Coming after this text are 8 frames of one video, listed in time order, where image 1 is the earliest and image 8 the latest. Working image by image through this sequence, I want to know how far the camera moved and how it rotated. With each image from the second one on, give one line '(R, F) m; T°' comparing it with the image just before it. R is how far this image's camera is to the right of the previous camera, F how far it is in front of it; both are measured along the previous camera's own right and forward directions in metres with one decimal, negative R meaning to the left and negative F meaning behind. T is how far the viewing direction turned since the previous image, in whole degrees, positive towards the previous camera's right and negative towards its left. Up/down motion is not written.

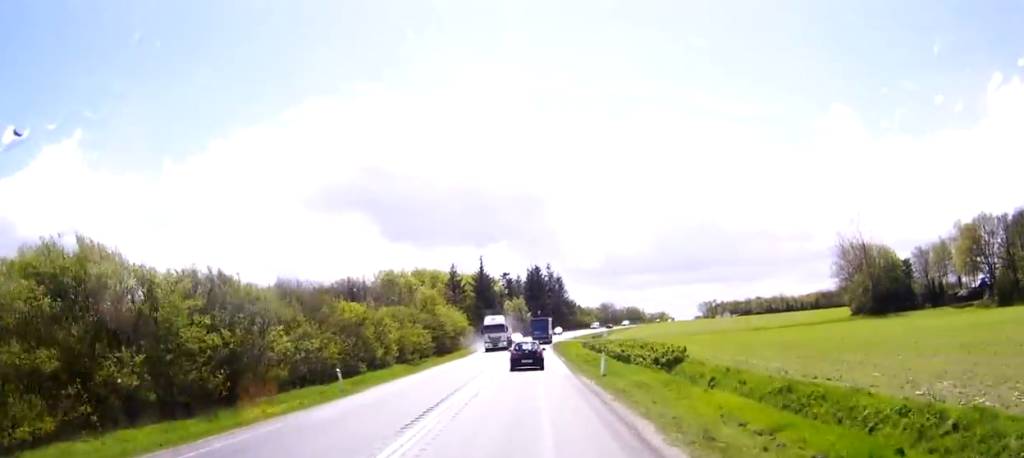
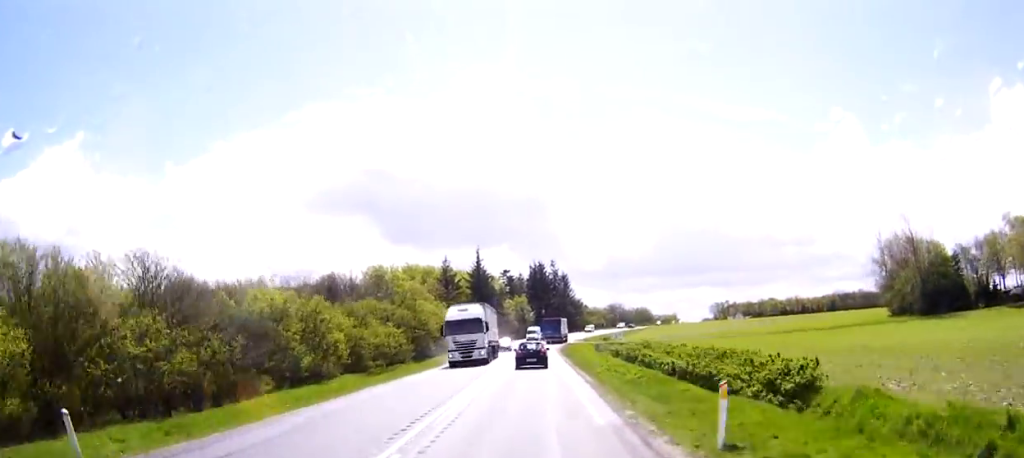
(0.0, +19.5) m; 0°
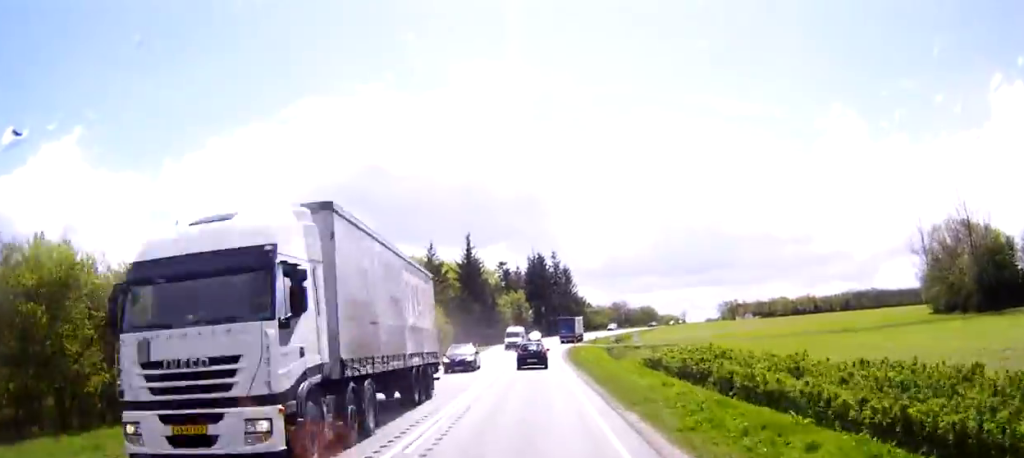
(0.0, +19.6) m; 0°
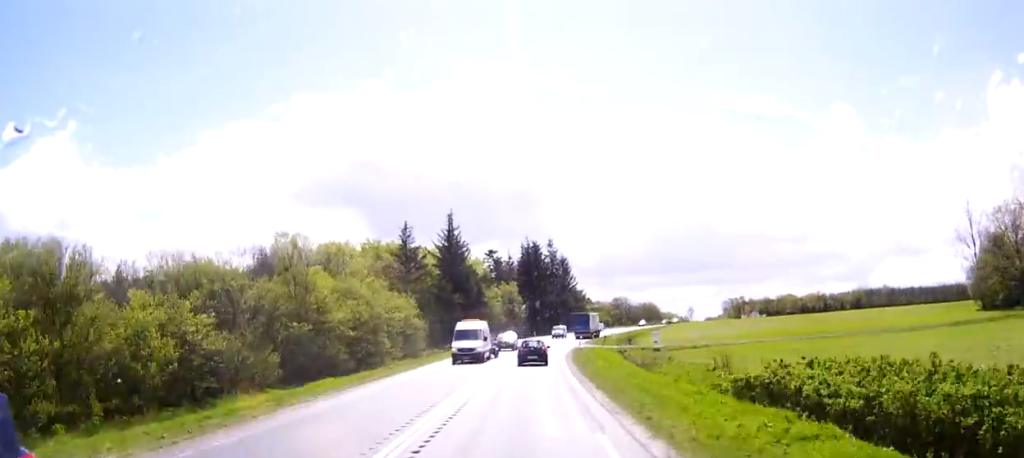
(0.0, +20.3) m; 0°
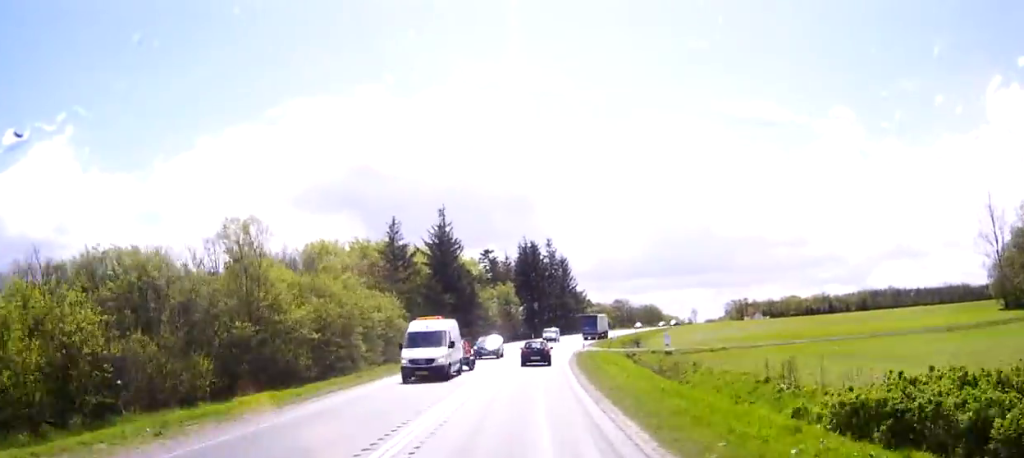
(0.0, +8.1) m; 0°
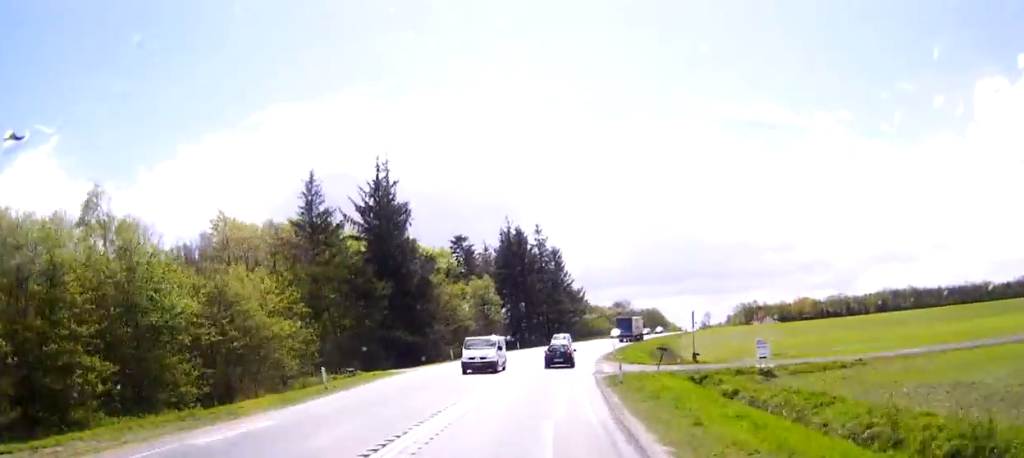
(+0.4, +32.6) m; +2°
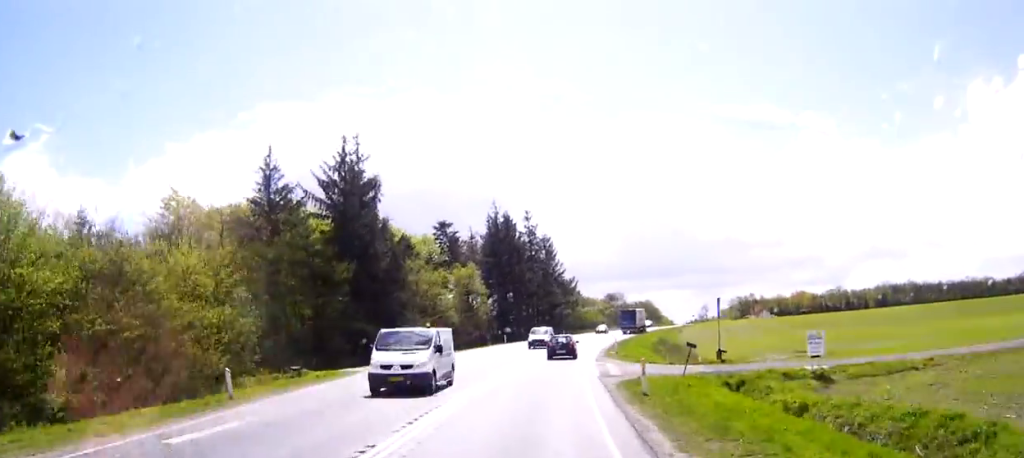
(0.0, +8.9) m; +1°
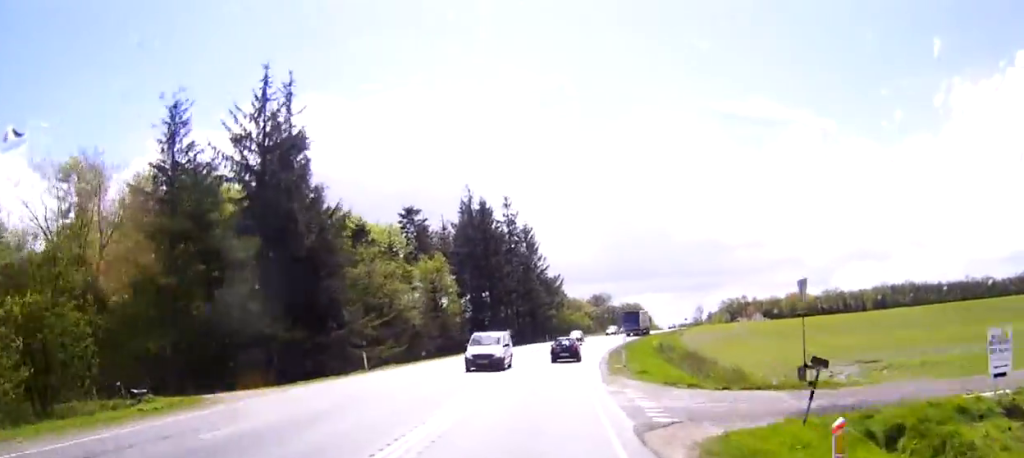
(+0.3, +14.4) m; +2°
